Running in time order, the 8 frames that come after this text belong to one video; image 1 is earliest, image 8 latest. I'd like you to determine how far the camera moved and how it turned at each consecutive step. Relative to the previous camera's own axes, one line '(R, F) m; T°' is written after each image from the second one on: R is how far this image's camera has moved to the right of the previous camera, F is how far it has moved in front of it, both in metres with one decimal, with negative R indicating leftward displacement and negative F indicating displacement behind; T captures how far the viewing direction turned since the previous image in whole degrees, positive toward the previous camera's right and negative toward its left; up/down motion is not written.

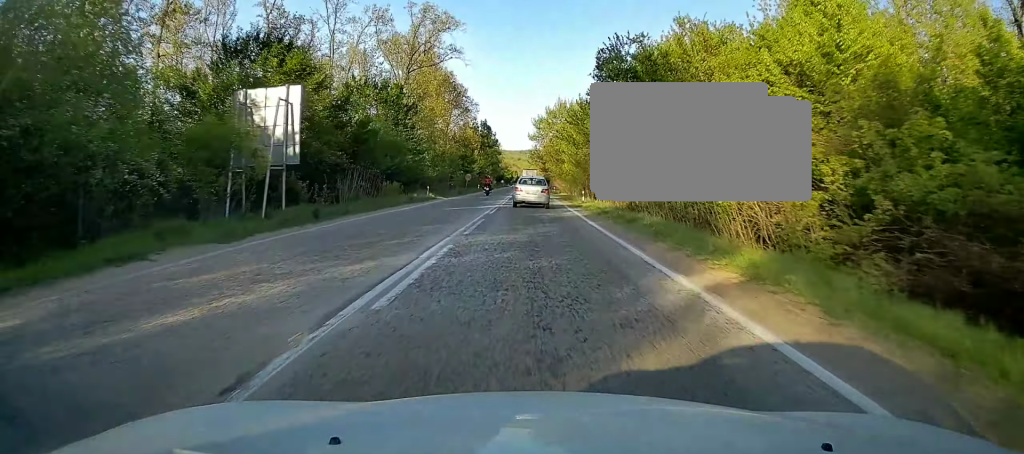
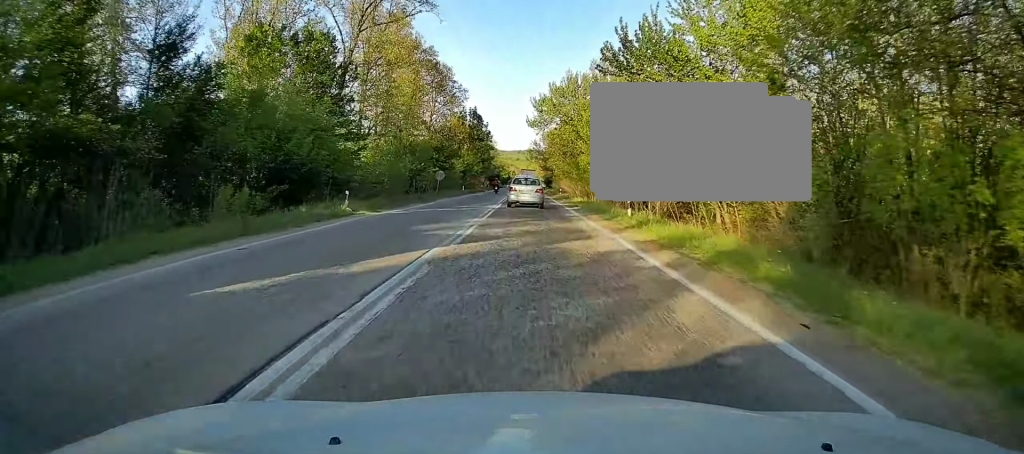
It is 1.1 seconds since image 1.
(0.0, +21.2) m; 0°
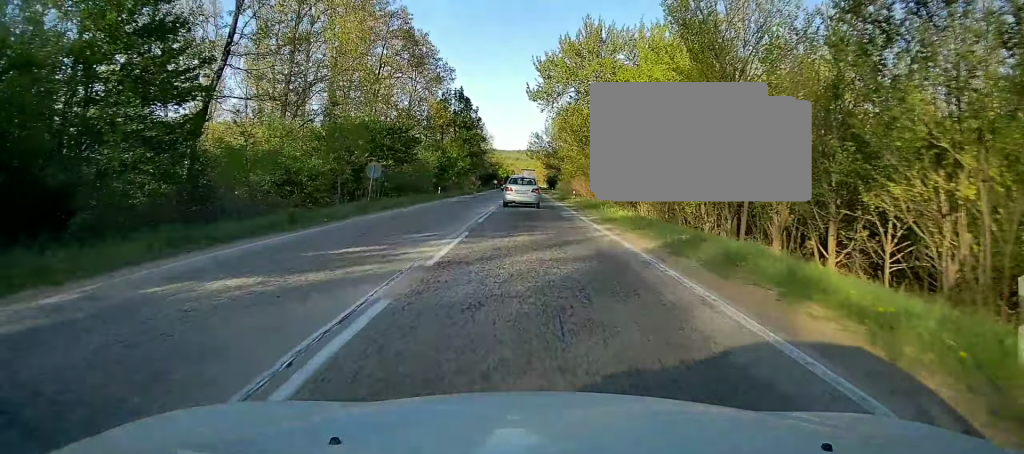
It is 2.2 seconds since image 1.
(0.0, +20.7) m; 0°
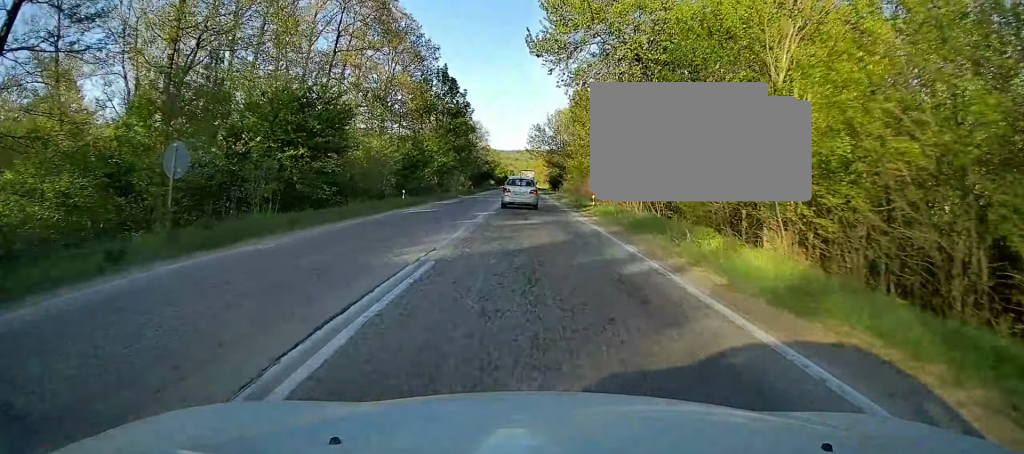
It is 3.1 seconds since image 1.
(0.0, +15.7) m; 0°
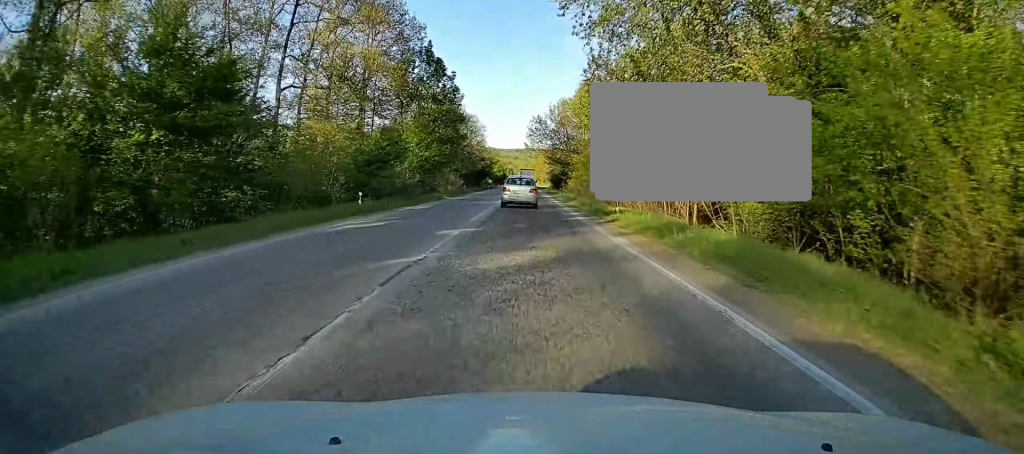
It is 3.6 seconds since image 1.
(0.0, +10.0) m; 0°
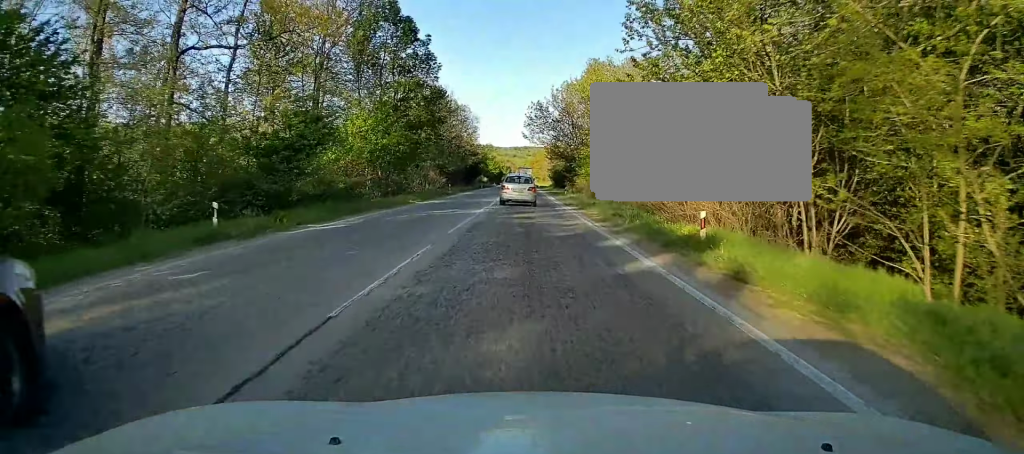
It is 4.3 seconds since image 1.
(0.0, +13.8) m; +1°
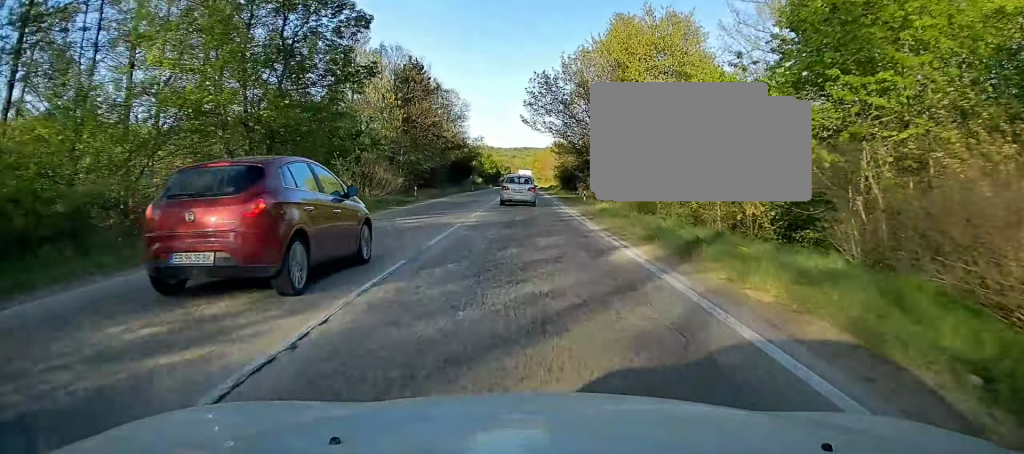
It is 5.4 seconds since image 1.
(+0.3, +20.0) m; +1°
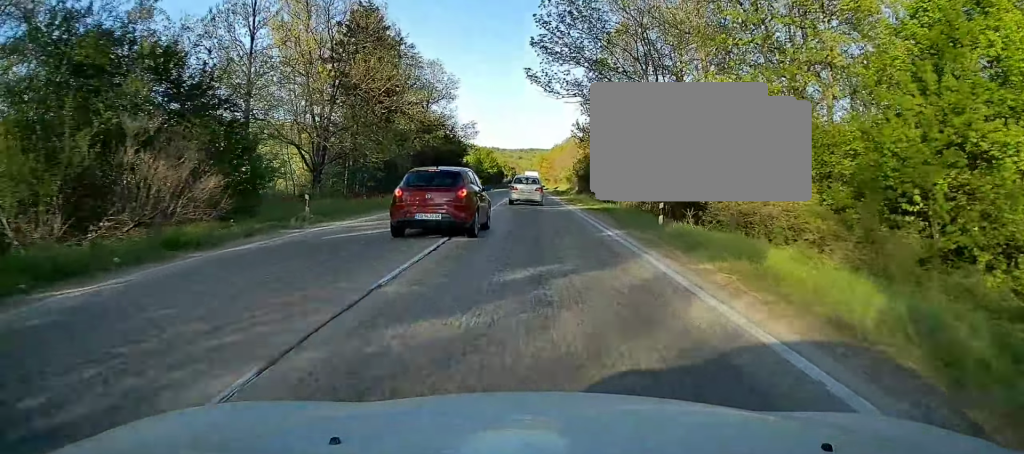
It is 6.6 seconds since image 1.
(+0.2, +23.0) m; +1°
